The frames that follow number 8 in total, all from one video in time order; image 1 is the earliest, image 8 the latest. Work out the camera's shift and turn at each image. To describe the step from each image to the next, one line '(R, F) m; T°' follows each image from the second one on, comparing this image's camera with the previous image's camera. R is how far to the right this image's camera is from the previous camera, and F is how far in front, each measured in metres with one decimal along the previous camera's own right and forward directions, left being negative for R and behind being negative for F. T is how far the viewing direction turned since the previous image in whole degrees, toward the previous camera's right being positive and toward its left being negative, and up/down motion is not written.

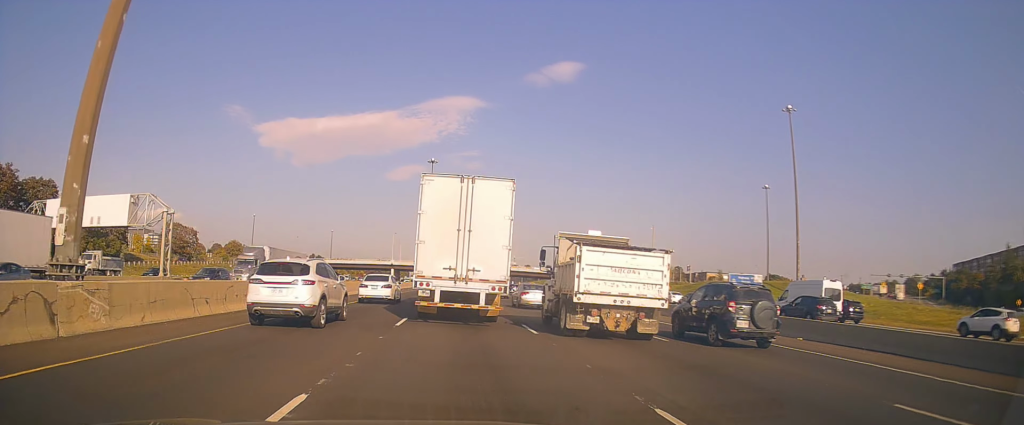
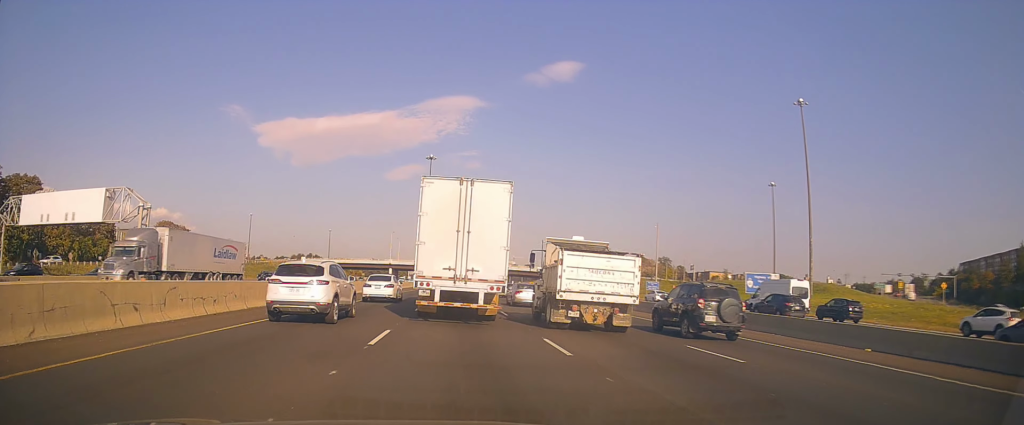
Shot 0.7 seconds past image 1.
(+0.1, +4.6) m; +2°
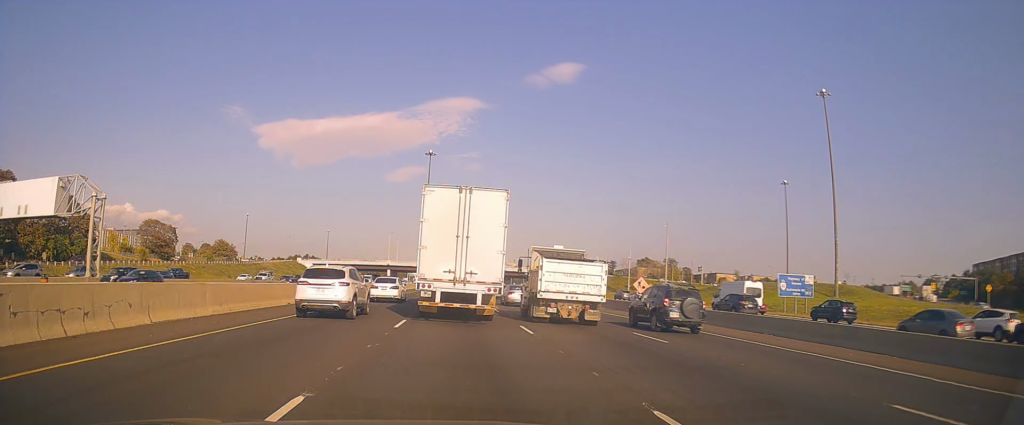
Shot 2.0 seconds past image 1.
(+0.1, +7.6) m; -2°
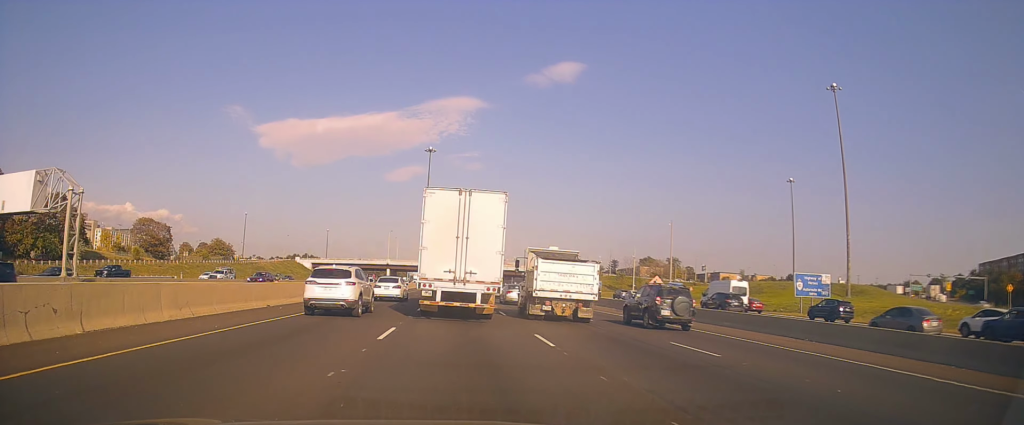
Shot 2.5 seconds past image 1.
(-0.1, +3.2) m; -2°
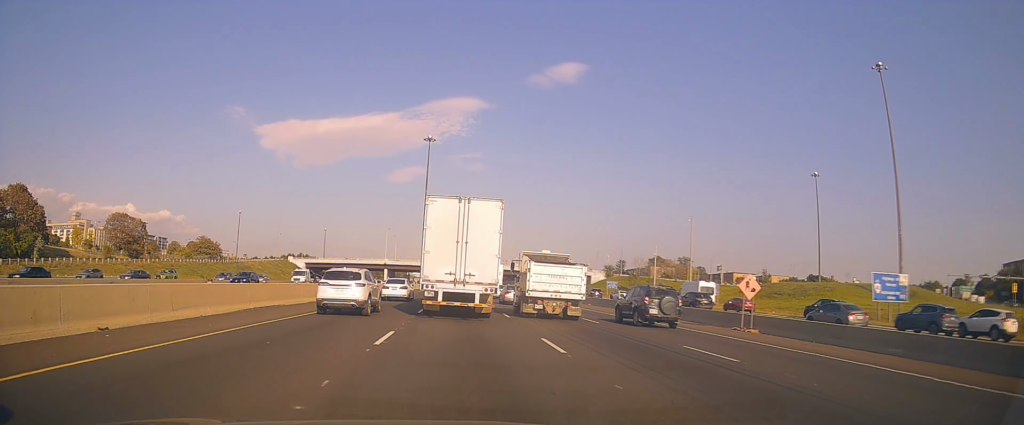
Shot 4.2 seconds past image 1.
(0.0, +12.4) m; -2°
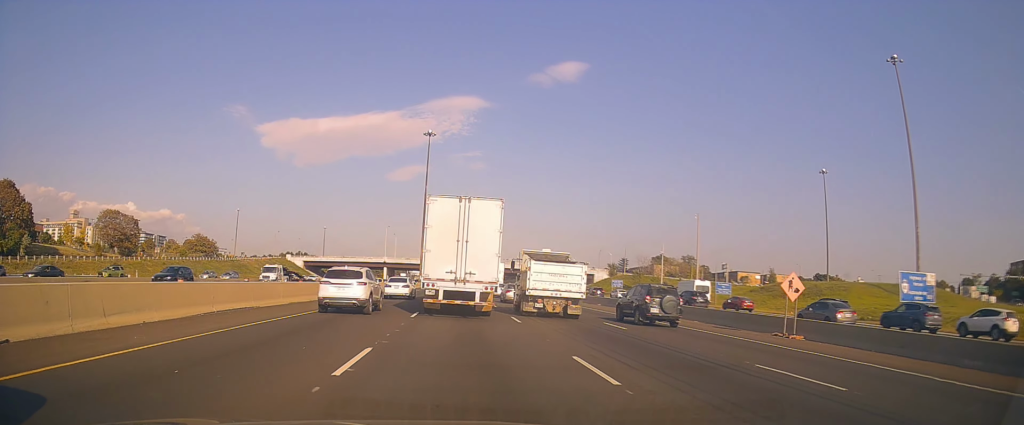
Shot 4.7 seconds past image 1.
(-0.1, +3.6) m; 0°
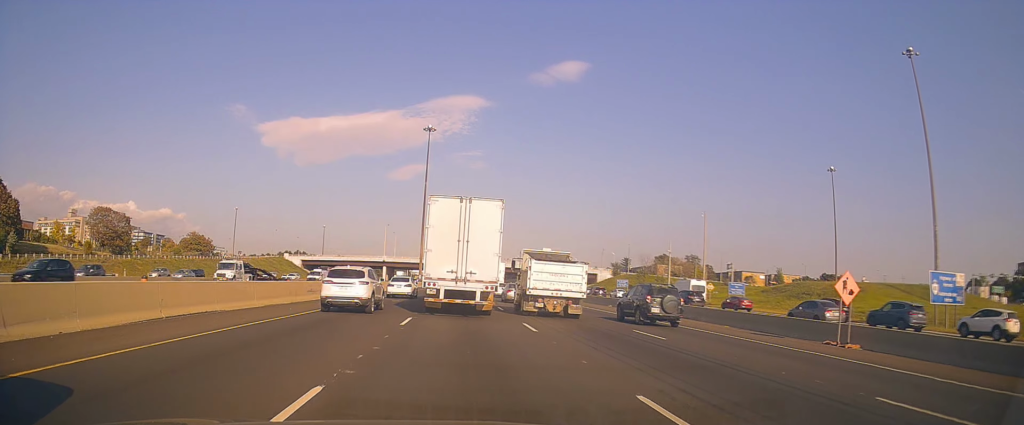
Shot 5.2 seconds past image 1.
(-0.2, +3.7) m; +1°
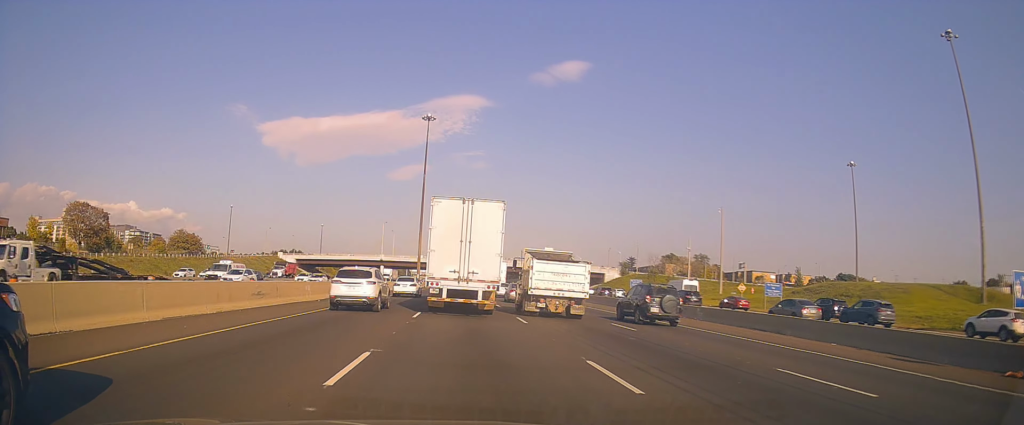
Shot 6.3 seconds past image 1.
(+0.5, +8.9) m; +1°
